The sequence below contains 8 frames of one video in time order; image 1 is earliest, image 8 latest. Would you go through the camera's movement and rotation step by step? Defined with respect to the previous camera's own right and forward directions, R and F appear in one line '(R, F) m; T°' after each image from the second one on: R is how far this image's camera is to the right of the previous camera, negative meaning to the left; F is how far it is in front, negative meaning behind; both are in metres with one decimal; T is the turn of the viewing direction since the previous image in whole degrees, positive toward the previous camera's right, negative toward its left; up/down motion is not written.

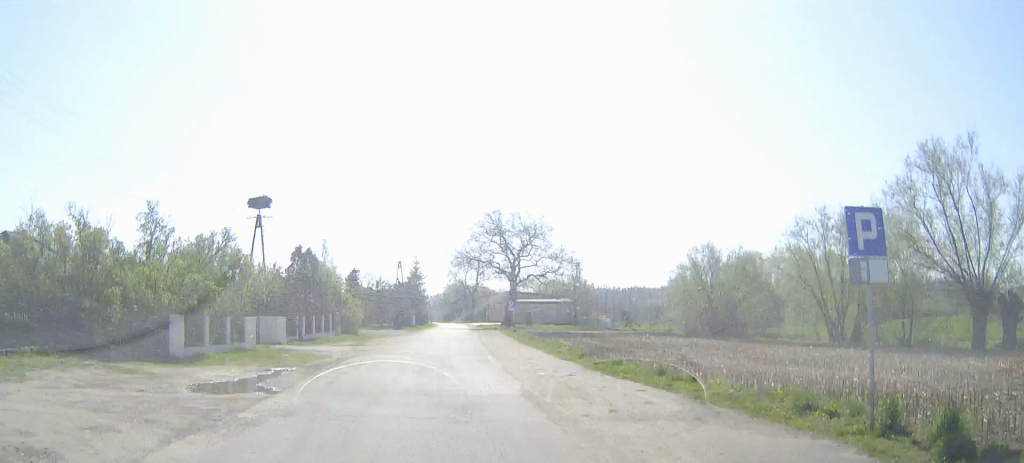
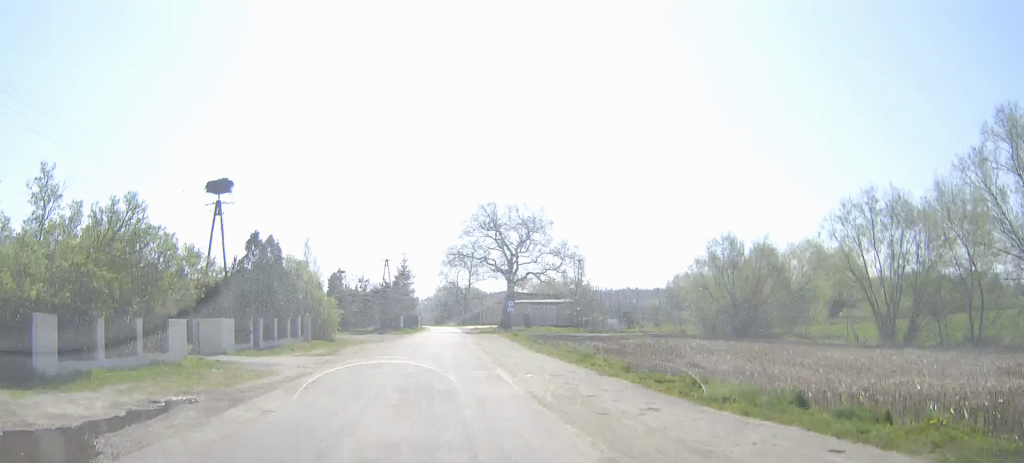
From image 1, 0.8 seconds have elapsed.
(0.0, +7.3) m; 0°
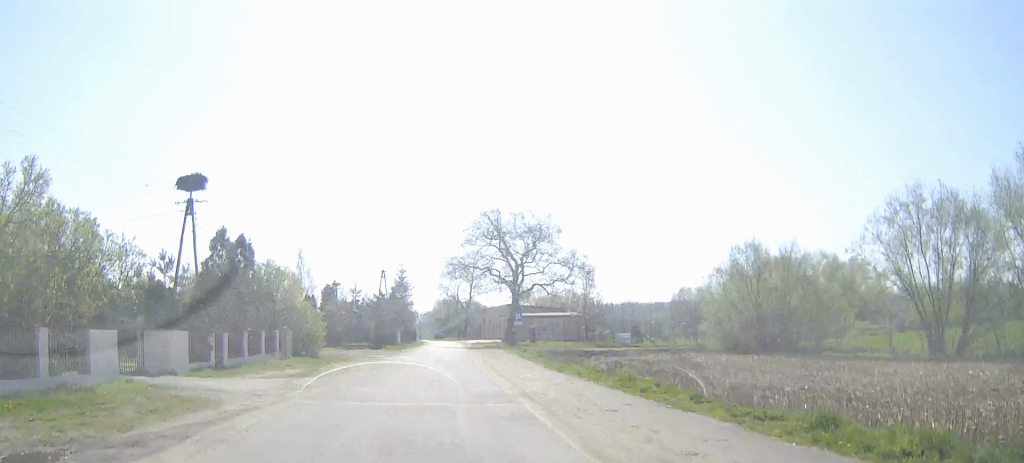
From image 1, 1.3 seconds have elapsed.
(0.0, +5.3) m; 0°
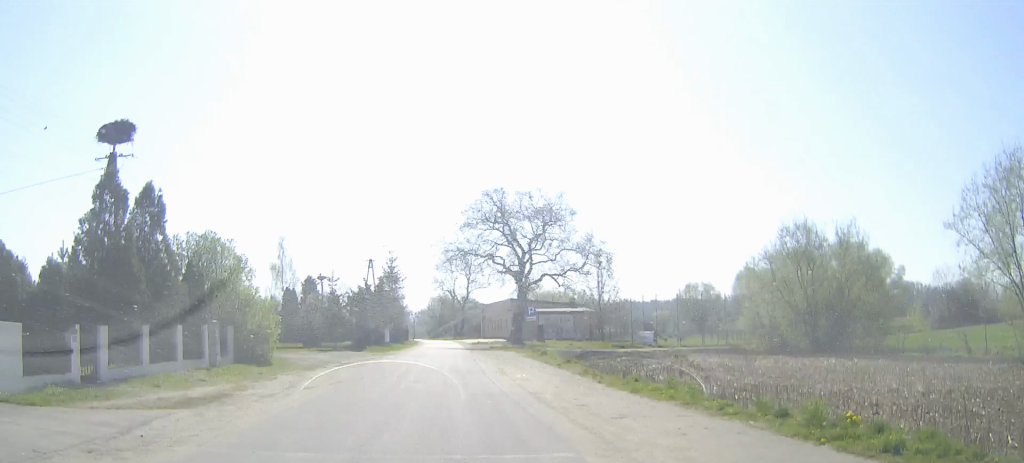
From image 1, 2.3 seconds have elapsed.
(0.0, +10.0) m; +1°
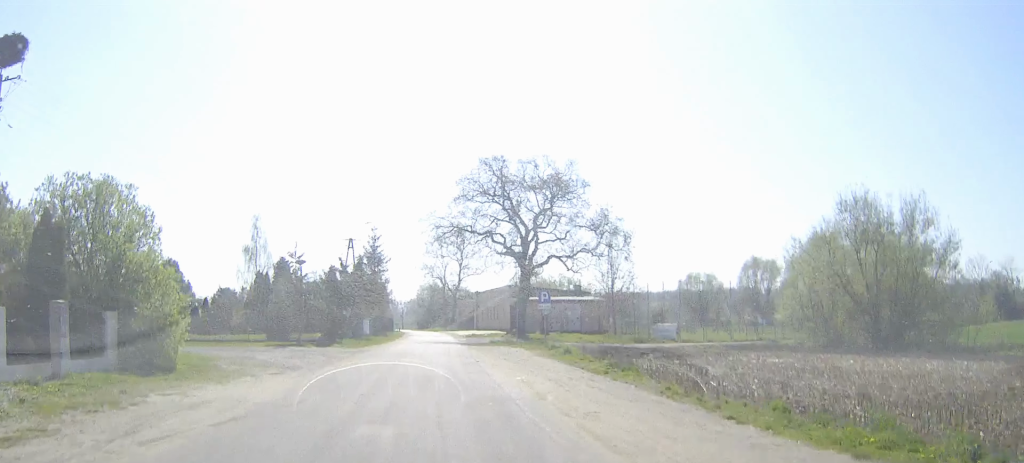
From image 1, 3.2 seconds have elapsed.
(0.0, +9.3) m; +1°
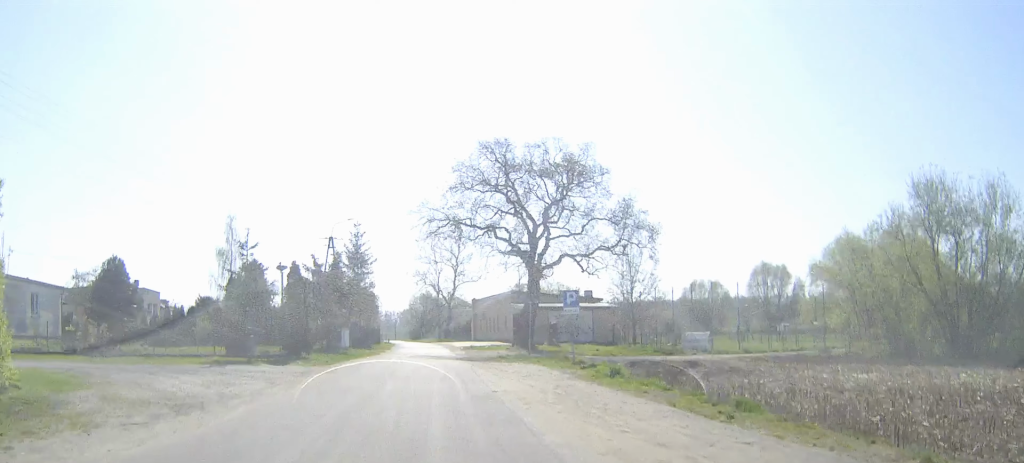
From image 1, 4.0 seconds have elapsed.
(+0.1, +8.3) m; +1°
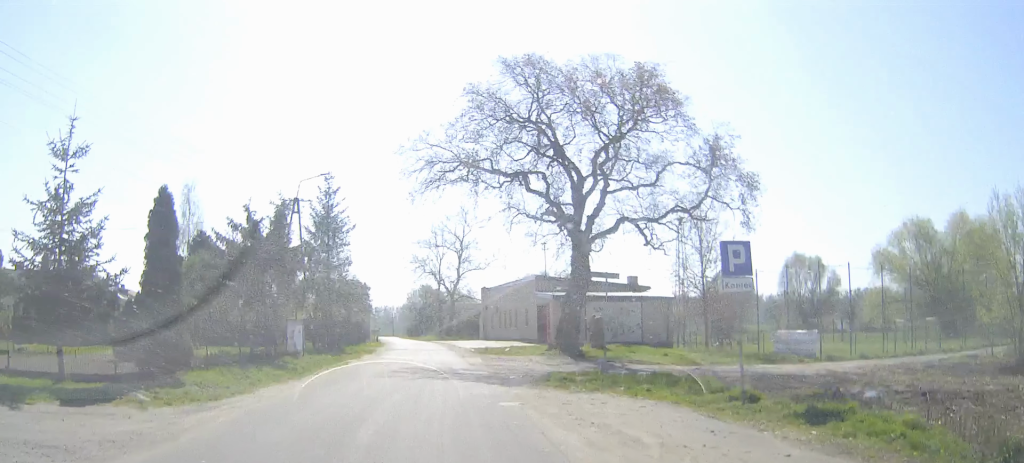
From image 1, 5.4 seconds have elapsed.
(+0.1, +14.7) m; 0°
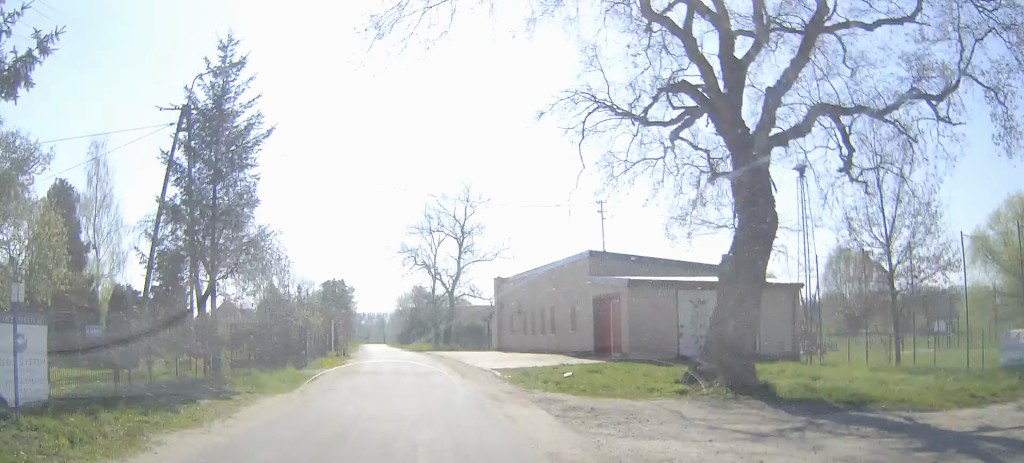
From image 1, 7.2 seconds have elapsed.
(0.0, +19.3) m; 0°
